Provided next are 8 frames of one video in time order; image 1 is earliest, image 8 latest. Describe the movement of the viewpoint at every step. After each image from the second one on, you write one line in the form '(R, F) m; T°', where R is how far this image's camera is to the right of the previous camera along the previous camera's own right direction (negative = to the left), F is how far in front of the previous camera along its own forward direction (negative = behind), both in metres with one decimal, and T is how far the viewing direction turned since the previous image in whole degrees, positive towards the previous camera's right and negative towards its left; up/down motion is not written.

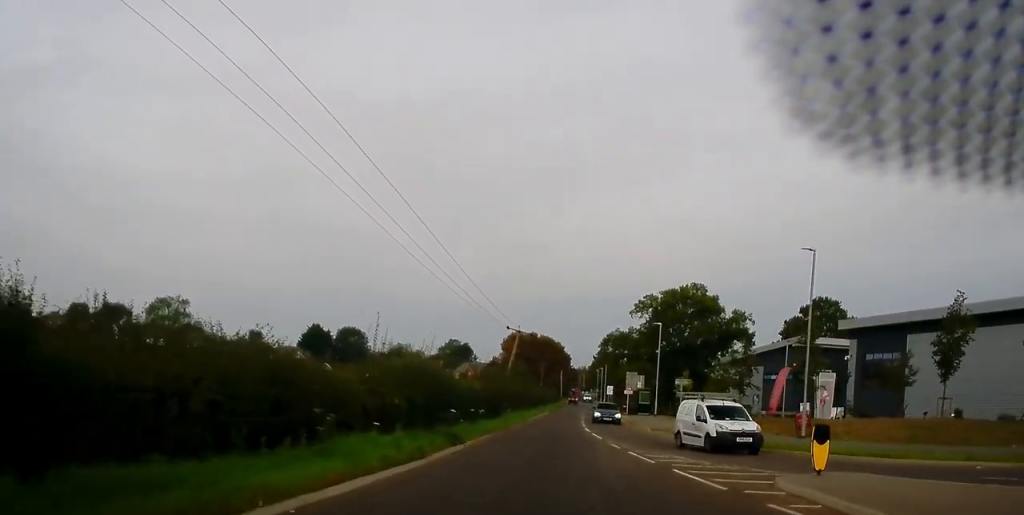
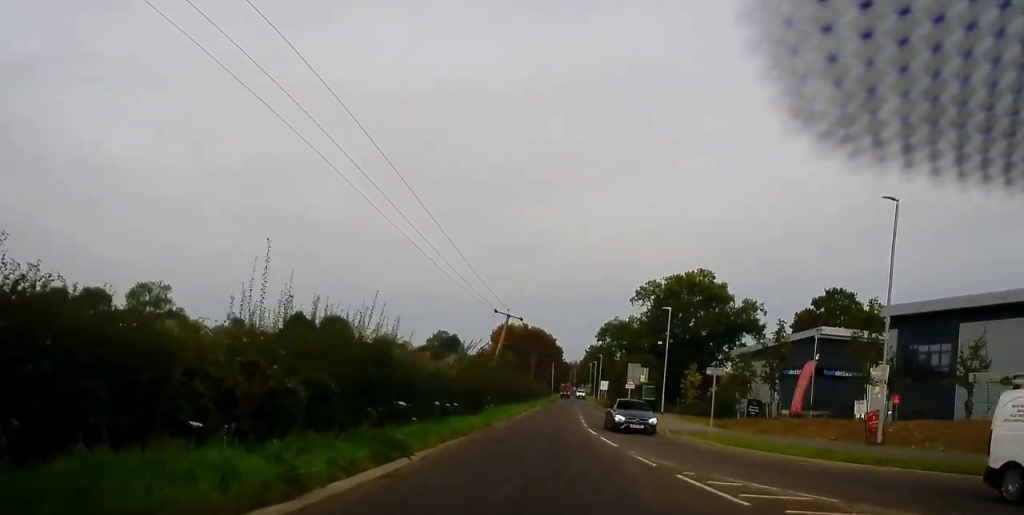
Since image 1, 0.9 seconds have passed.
(+0.5, +8.5) m; +2°
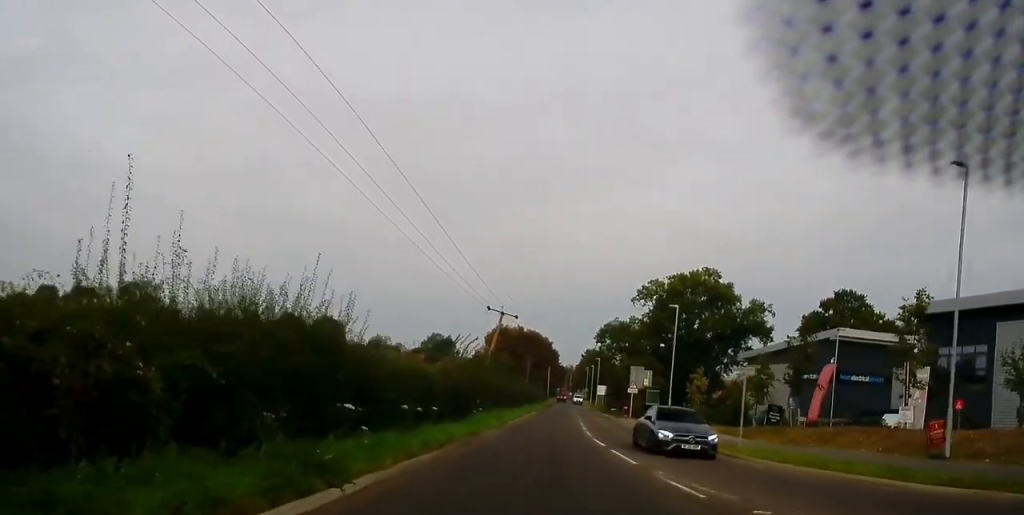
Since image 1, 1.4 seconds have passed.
(0.0, +4.8) m; +1°
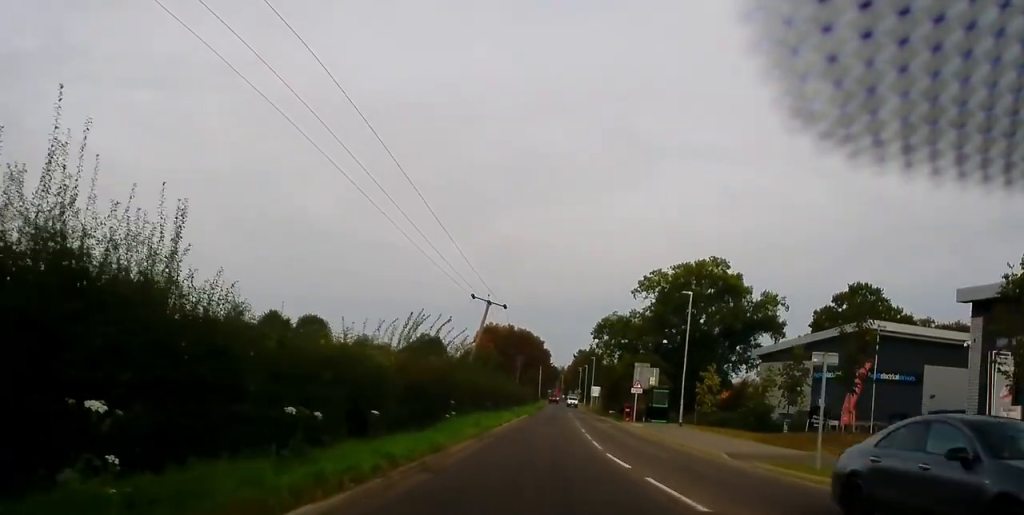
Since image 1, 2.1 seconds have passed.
(-0.1, +7.4) m; +2°
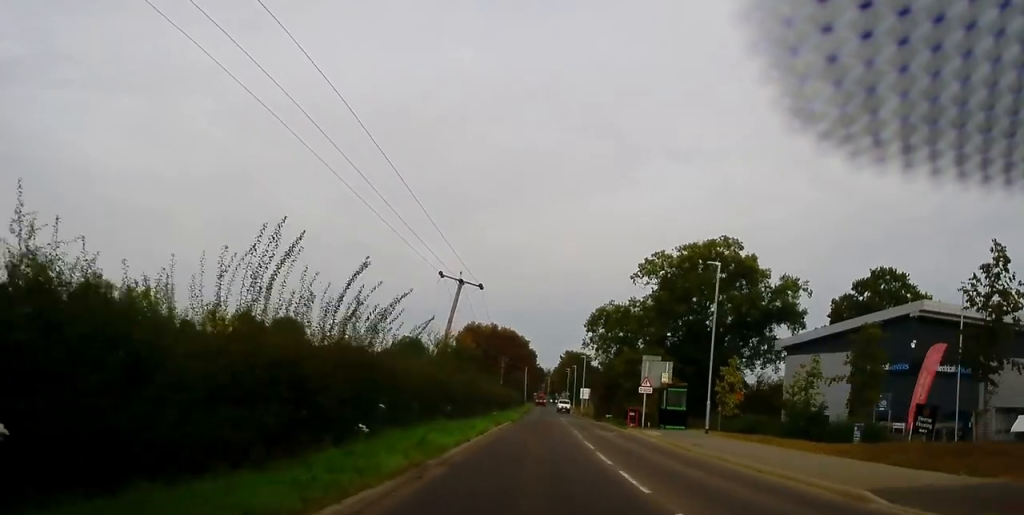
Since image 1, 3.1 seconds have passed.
(+0.5, +10.8) m; +2°
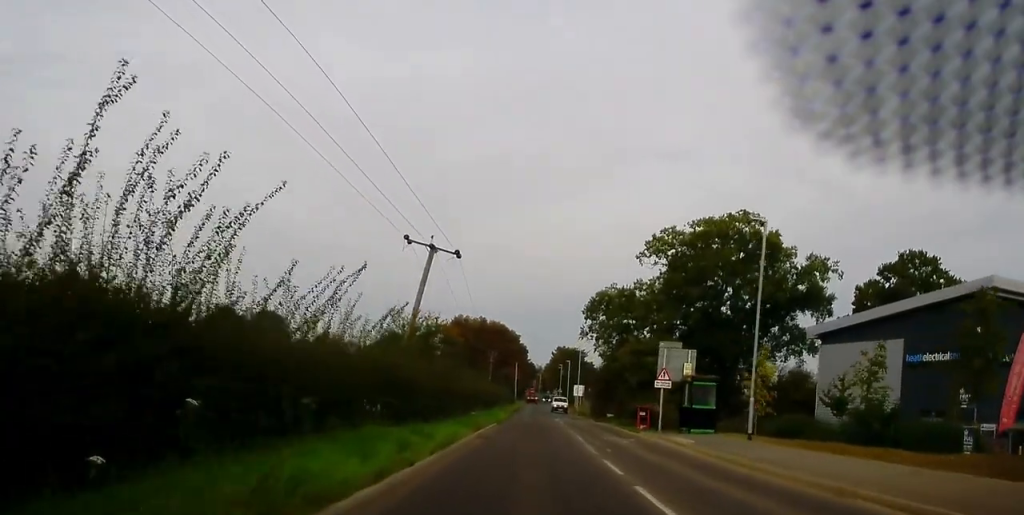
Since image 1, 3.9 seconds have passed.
(-0.1, +9.1) m; 0°
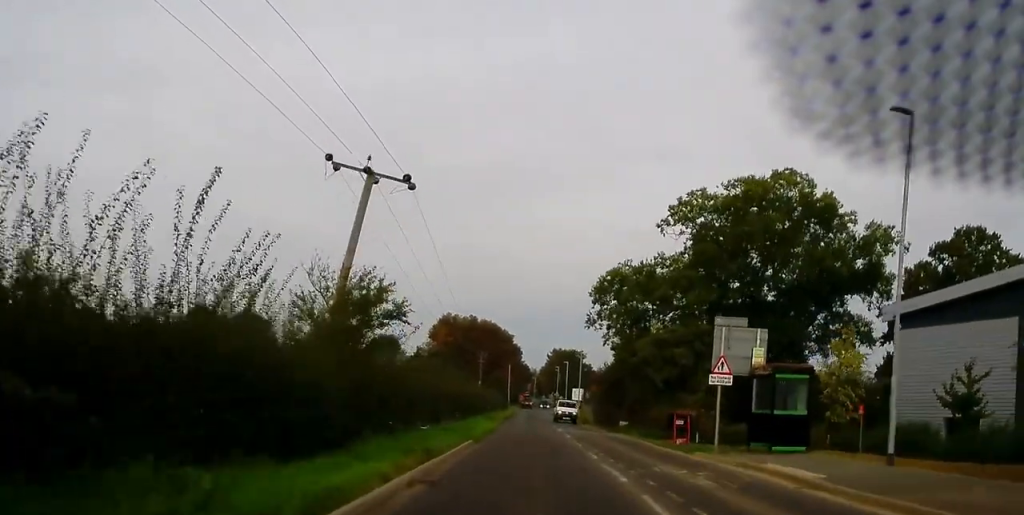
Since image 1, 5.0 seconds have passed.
(0.0, +12.4) m; +1°
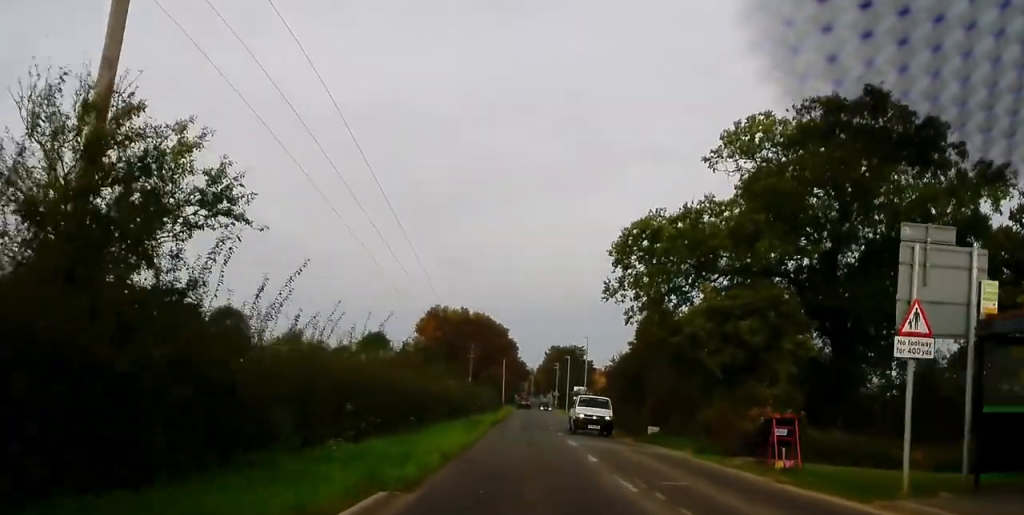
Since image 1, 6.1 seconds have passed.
(+0.2, +13.7) m; +1°
